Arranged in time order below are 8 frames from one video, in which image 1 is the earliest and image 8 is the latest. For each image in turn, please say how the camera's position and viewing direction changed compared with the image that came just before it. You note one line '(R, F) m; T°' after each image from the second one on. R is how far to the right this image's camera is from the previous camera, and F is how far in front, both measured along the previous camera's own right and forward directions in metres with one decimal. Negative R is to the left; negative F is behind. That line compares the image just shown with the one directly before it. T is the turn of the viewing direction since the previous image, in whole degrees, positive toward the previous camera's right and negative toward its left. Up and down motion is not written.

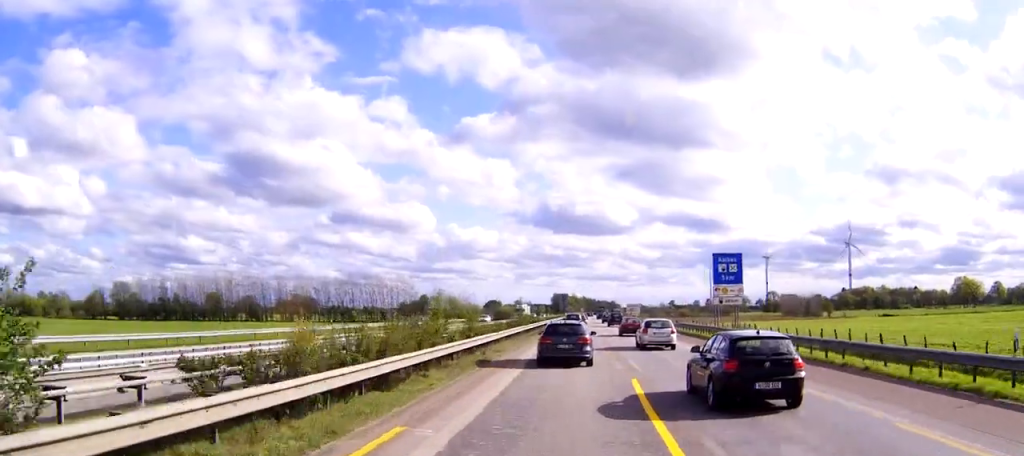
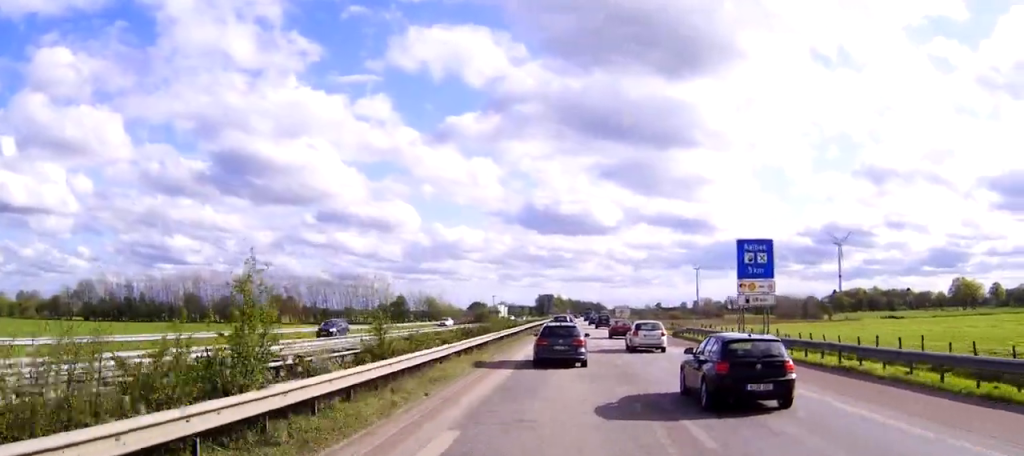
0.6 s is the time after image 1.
(+0.1, +12.6) m; 0°
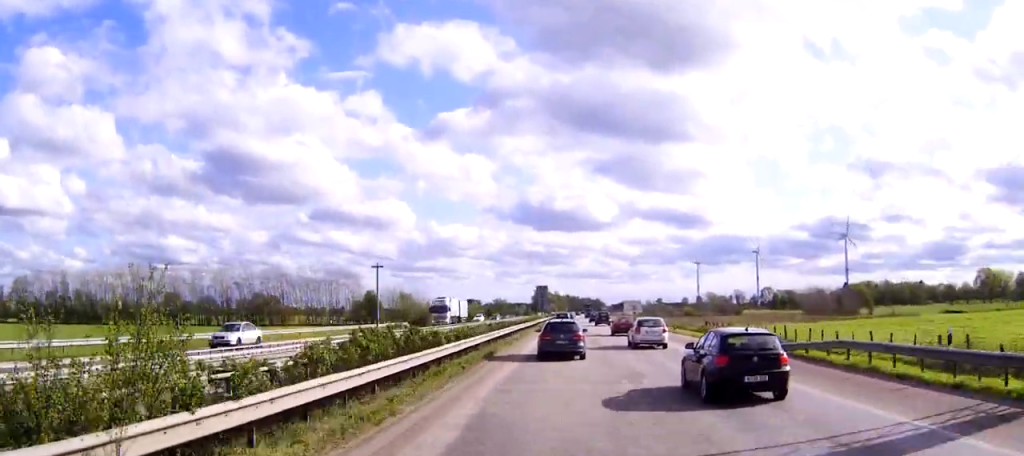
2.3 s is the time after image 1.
(+0.1, +32.8) m; 0°
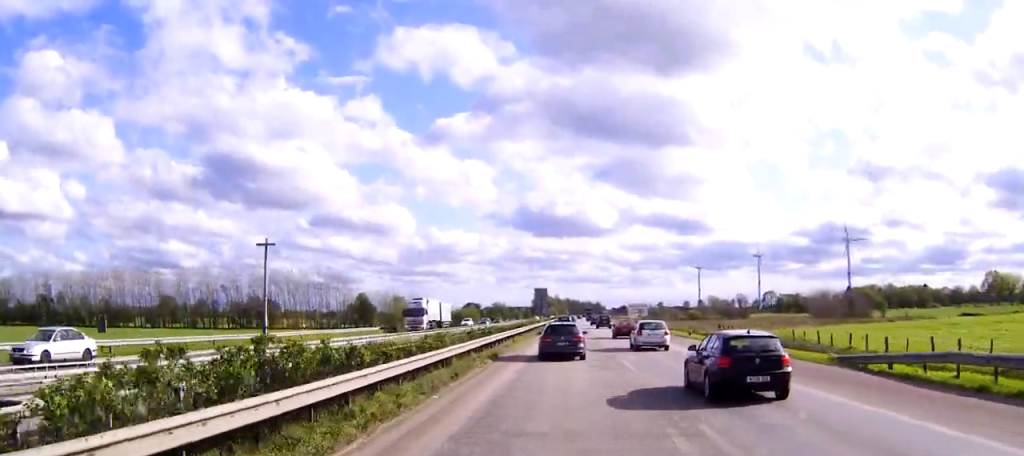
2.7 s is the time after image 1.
(0.0, +8.1) m; 0°
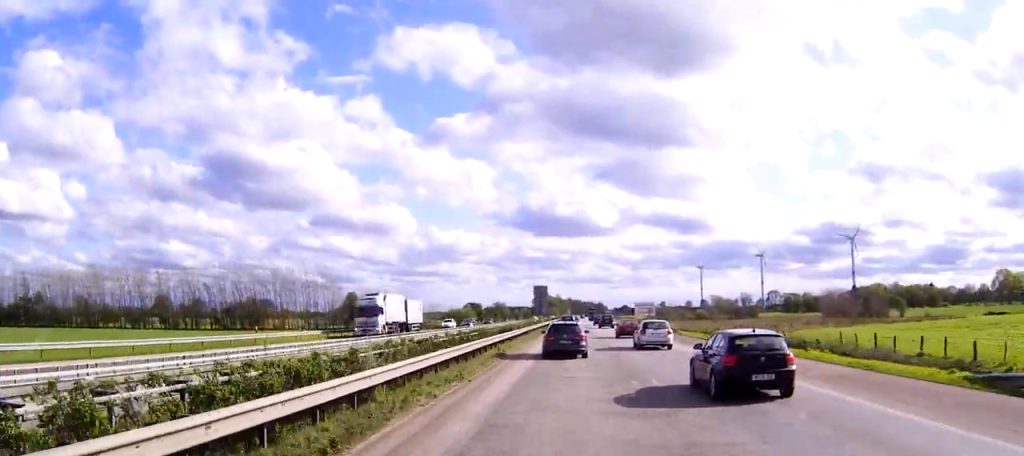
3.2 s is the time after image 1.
(0.0, +10.1) m; 0°
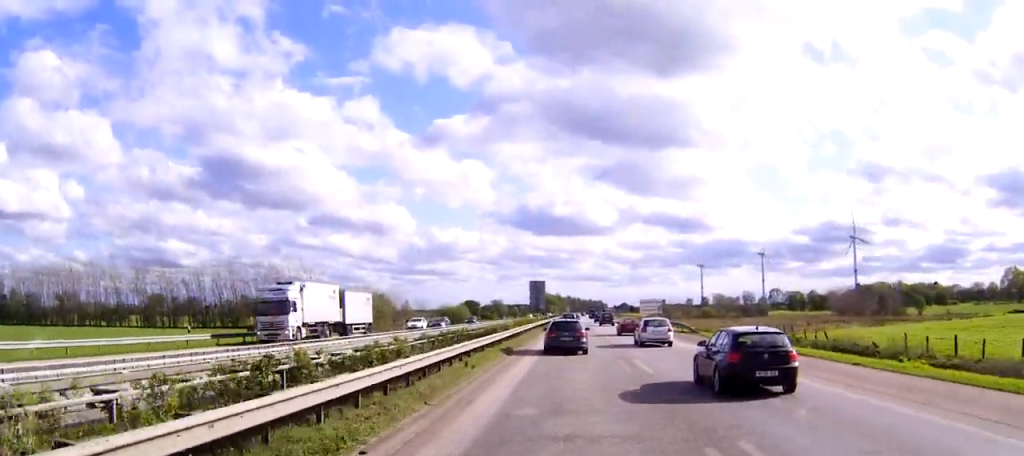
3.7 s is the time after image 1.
(0.0, +10.1) m; 0°
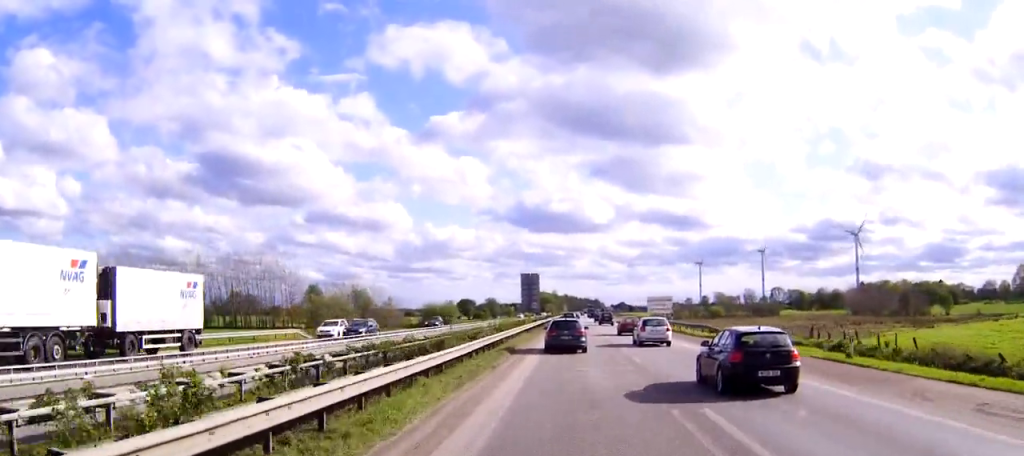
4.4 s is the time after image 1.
(0.0, +14.2) m; 0°
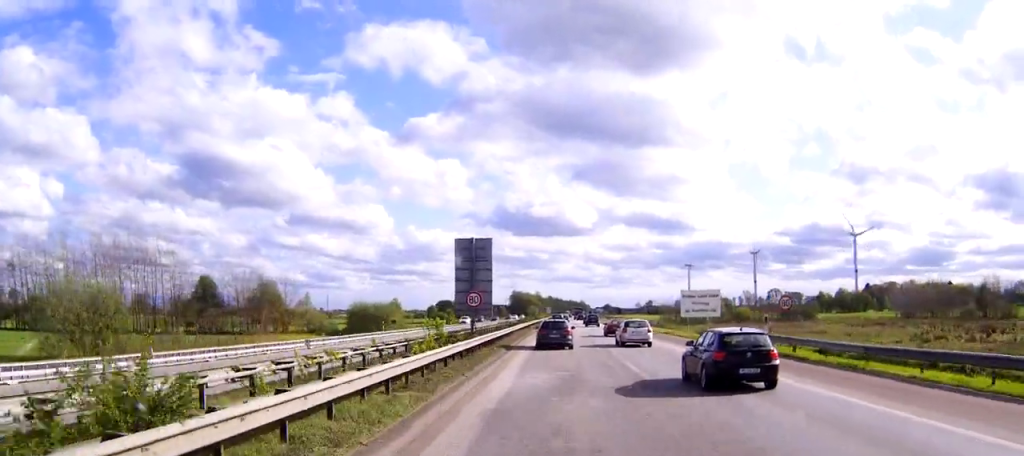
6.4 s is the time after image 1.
(+0.3, +41.0) m; +1°
